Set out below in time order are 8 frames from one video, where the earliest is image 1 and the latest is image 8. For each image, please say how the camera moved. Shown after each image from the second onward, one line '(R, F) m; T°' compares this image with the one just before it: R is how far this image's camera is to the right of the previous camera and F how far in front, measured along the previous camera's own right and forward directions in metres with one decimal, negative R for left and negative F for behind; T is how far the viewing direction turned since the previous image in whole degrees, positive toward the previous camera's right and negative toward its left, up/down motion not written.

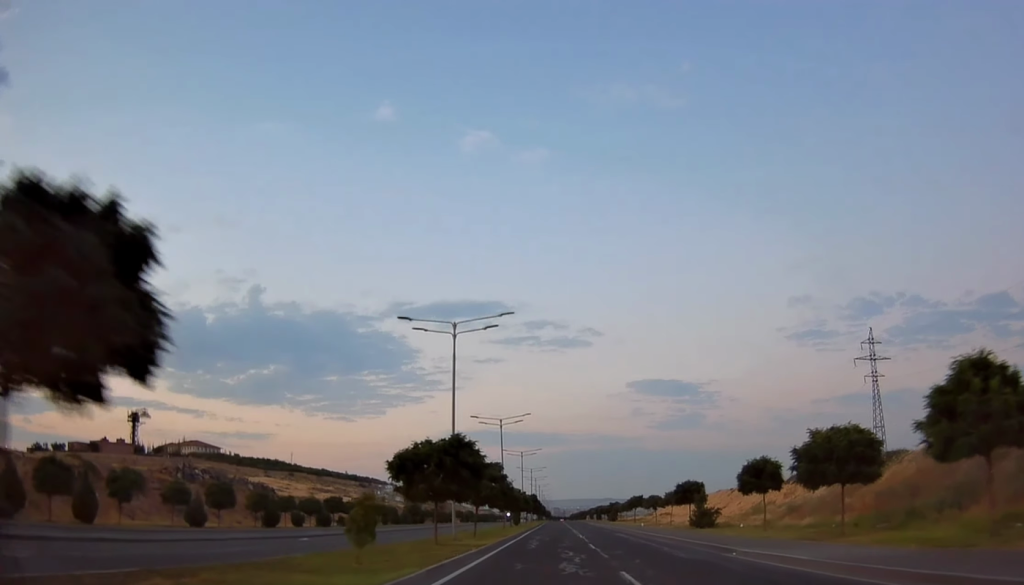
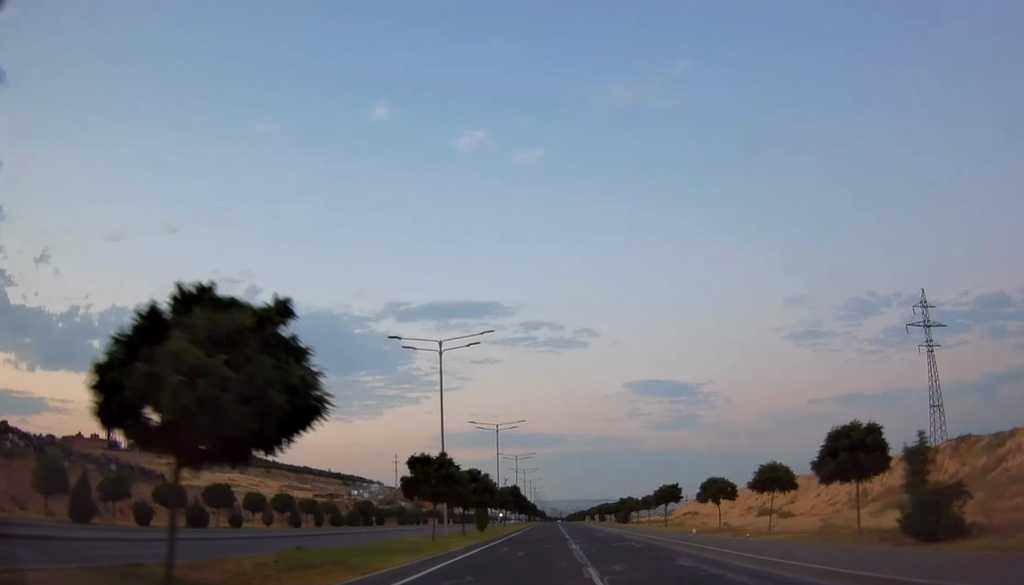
(+0.5, +27.2) m; +2°
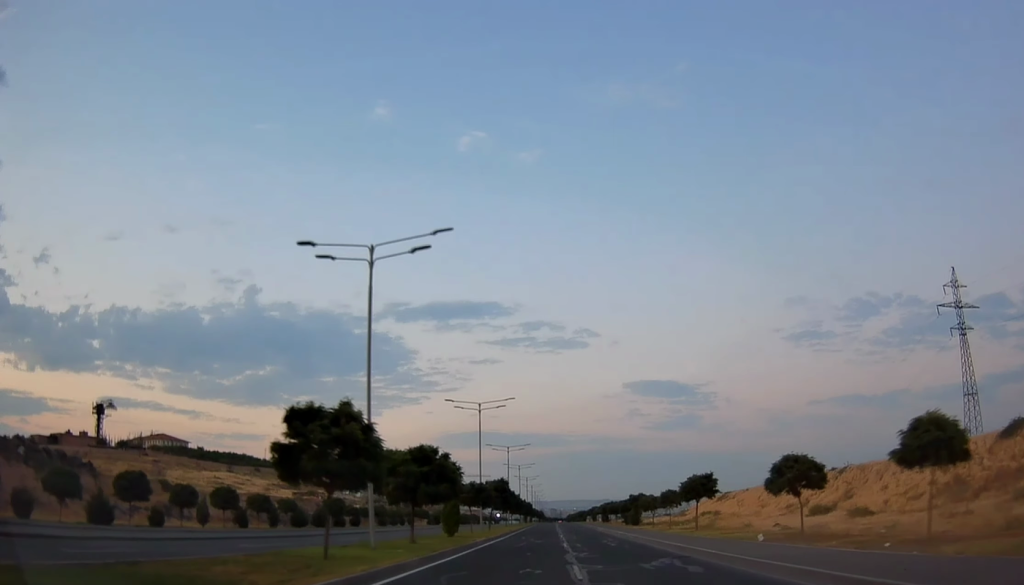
(-0.1, +12.3) m; -2°
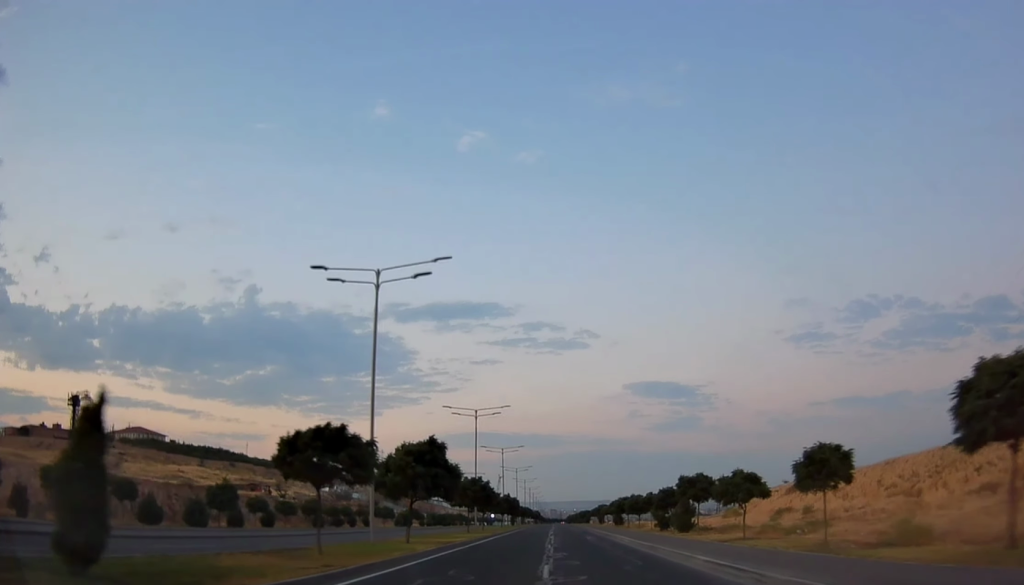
(-0.5, +28.3) m; +1°
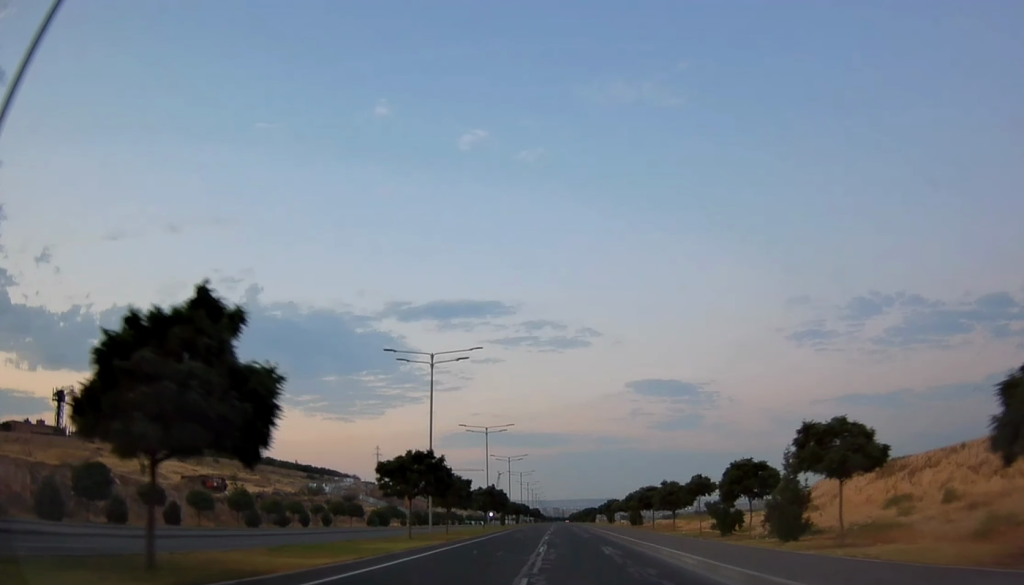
(+0.6, +18.1) m; +1°
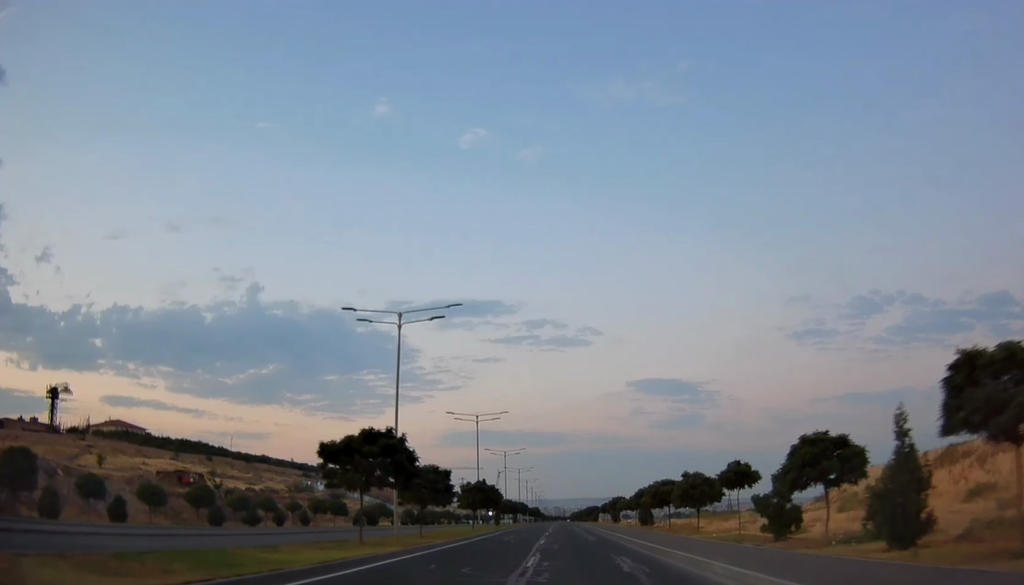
(-0.2, +7.3) m; -1°
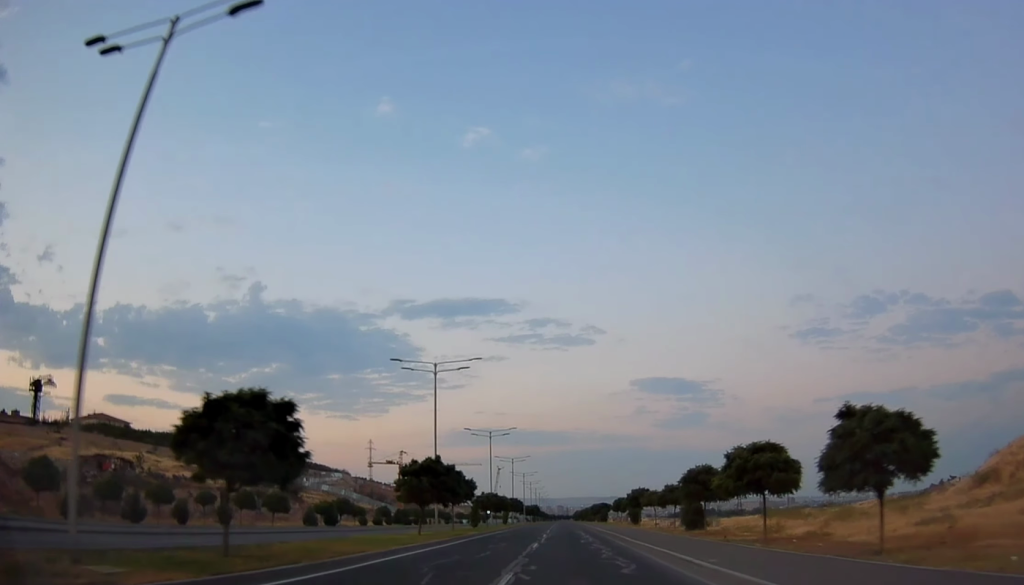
(-0.3, +19.5) m; 0°
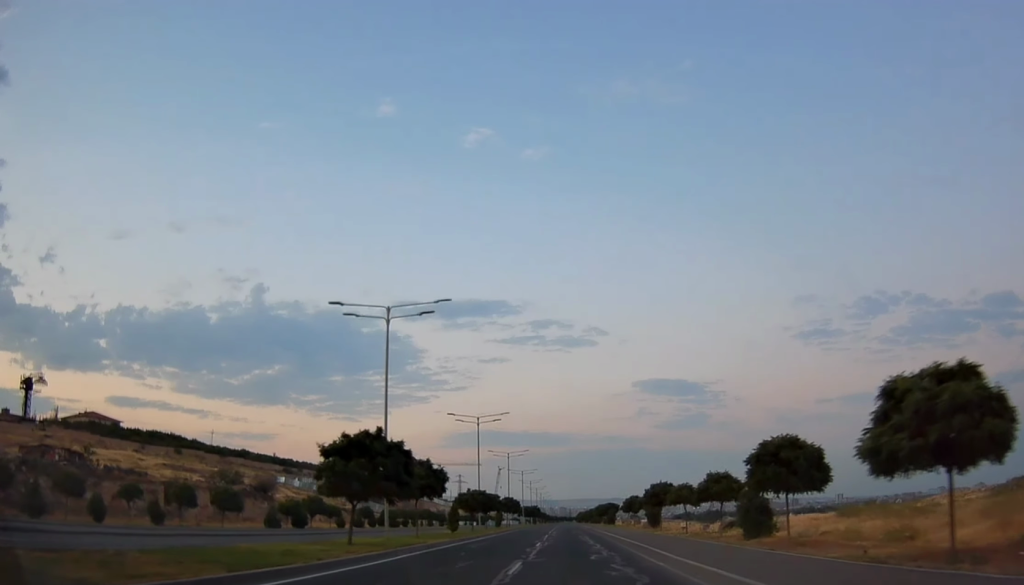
(+0.1, +11.0) m; 0°
